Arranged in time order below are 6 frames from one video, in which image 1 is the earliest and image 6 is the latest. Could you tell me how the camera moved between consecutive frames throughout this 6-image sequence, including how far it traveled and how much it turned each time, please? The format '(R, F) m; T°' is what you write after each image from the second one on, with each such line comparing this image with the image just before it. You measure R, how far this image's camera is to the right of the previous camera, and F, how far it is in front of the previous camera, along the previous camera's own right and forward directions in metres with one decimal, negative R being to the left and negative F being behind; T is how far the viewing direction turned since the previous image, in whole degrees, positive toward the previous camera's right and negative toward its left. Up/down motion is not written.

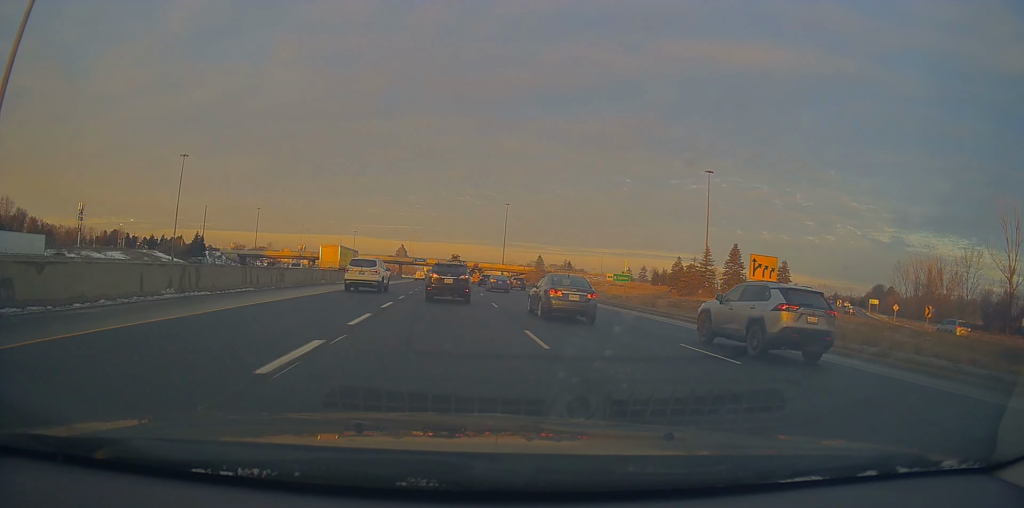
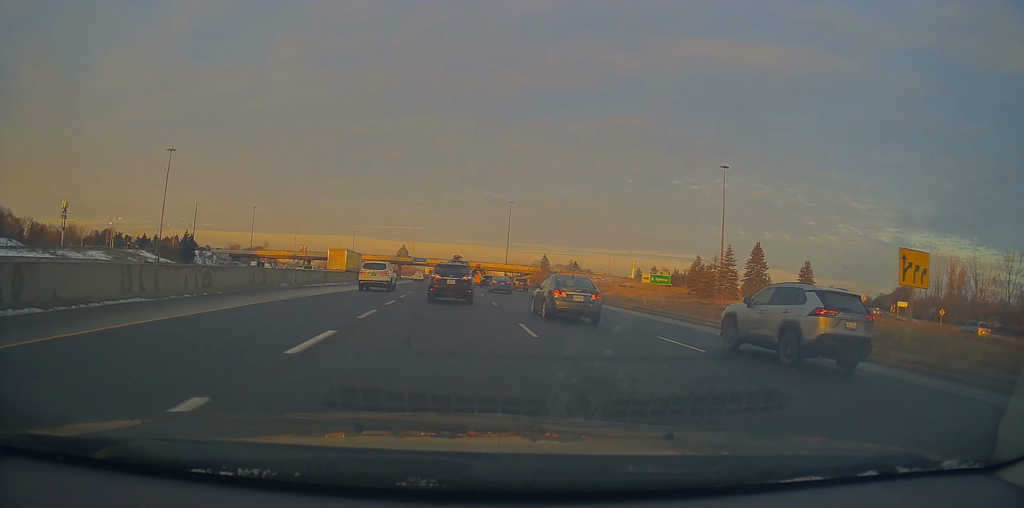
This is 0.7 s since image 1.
(0.0, +10.3) m; 0°
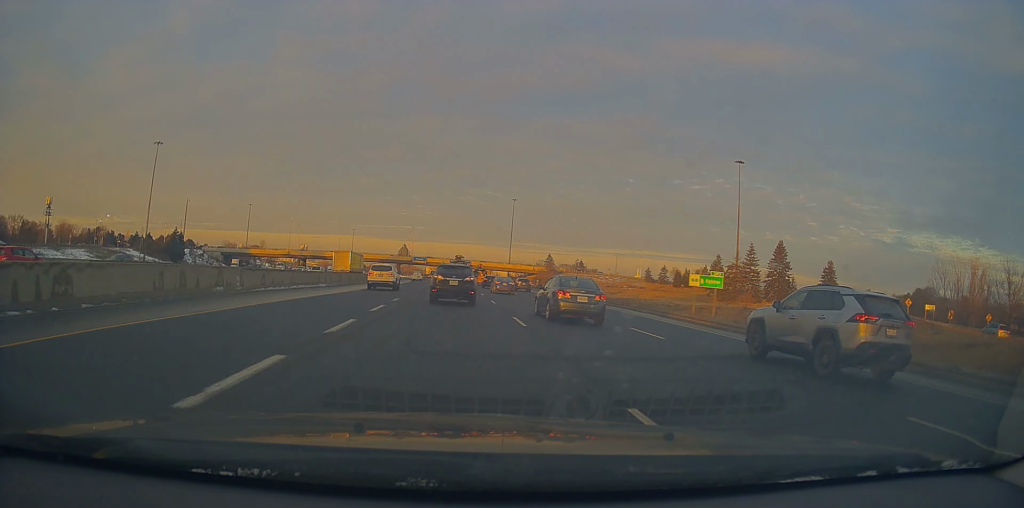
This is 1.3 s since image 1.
(-0.1, +9.4) m; 0°
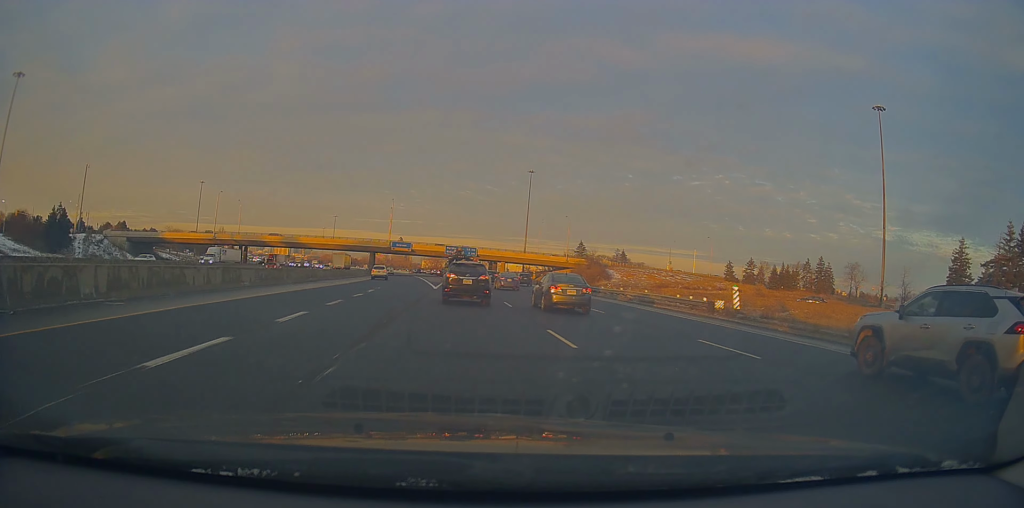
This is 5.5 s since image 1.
(+1.1, +67.1) m; +2°
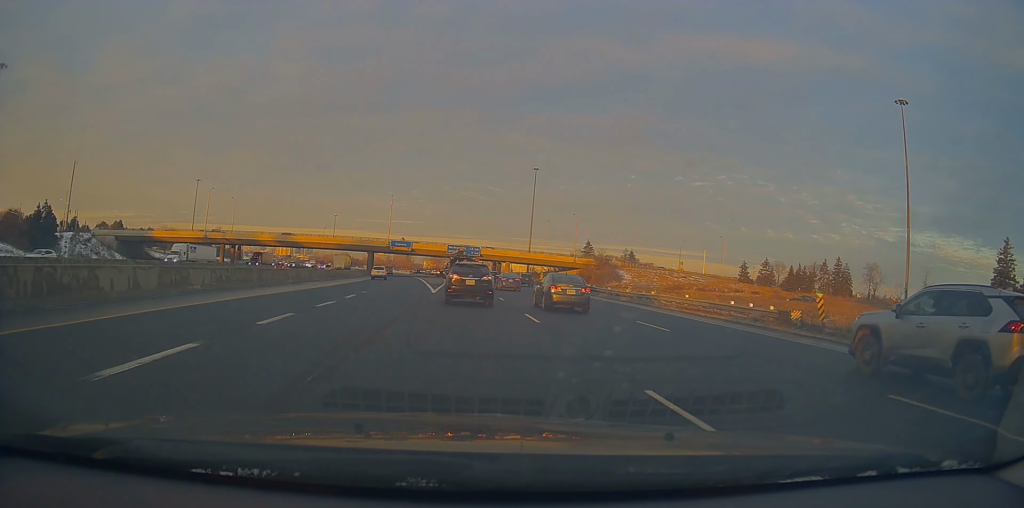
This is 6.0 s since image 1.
(-0.1, +7.0) m; -1°
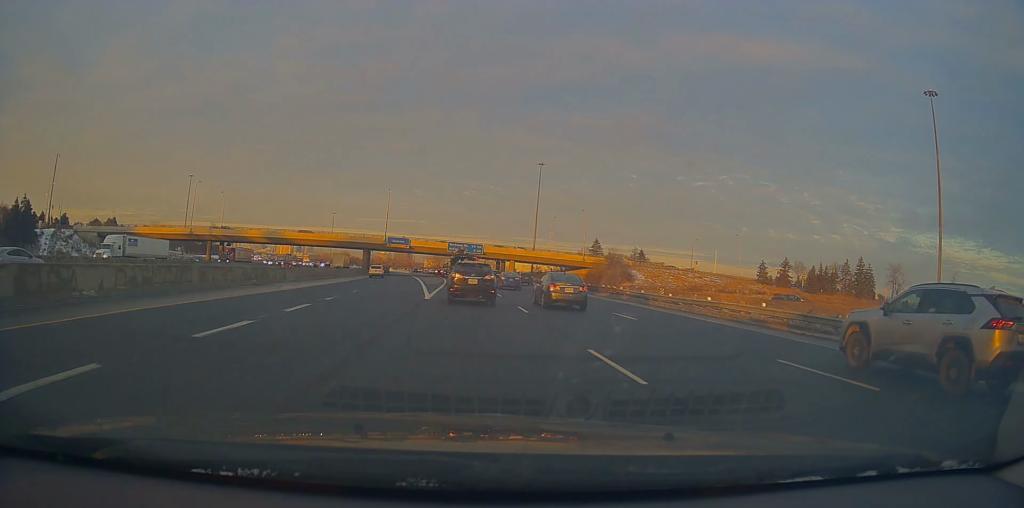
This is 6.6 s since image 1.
(-0.3, +8.9) m; -1°
